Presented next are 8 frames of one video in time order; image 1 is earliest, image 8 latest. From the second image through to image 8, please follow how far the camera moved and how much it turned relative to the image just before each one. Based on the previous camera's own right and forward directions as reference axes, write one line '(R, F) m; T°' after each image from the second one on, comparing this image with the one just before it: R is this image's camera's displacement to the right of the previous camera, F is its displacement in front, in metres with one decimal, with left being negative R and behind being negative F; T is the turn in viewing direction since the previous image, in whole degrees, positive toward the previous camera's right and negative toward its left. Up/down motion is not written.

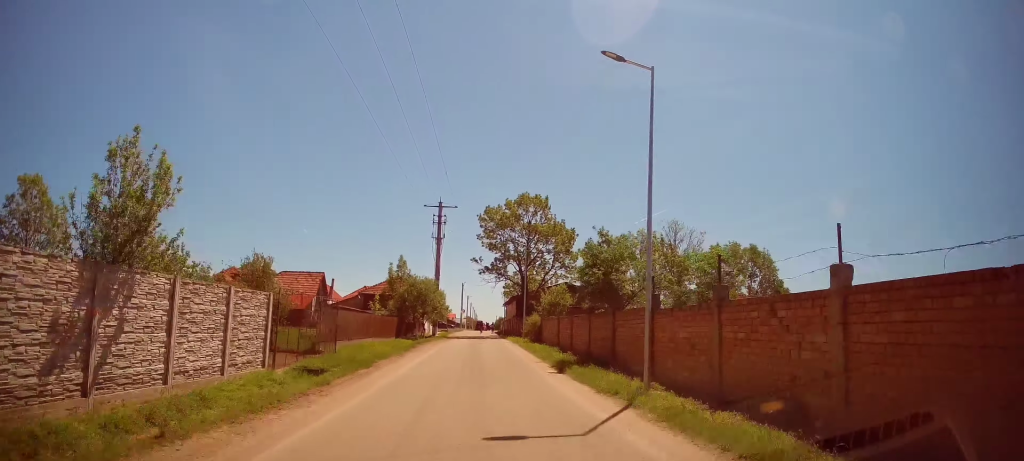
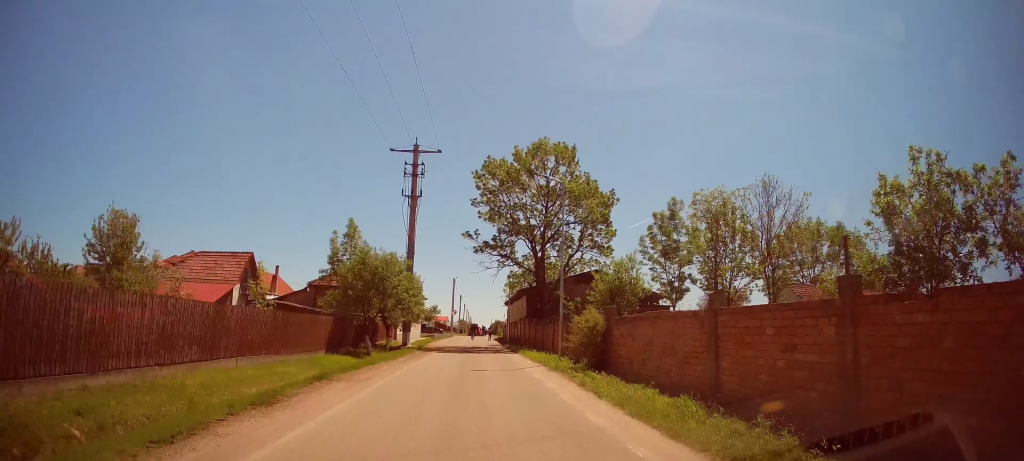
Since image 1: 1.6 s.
(-0.2, +17.2) m; -2°
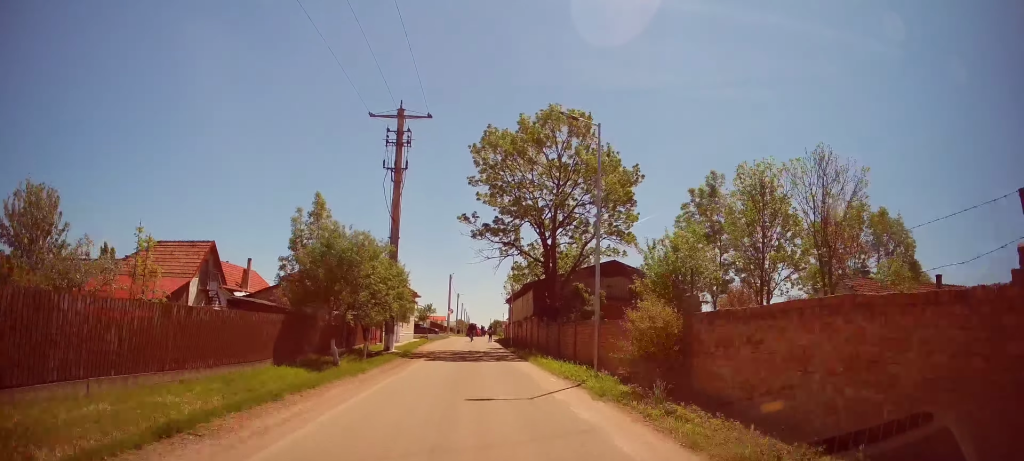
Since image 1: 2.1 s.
(-0.1, +5.9) m; 0°
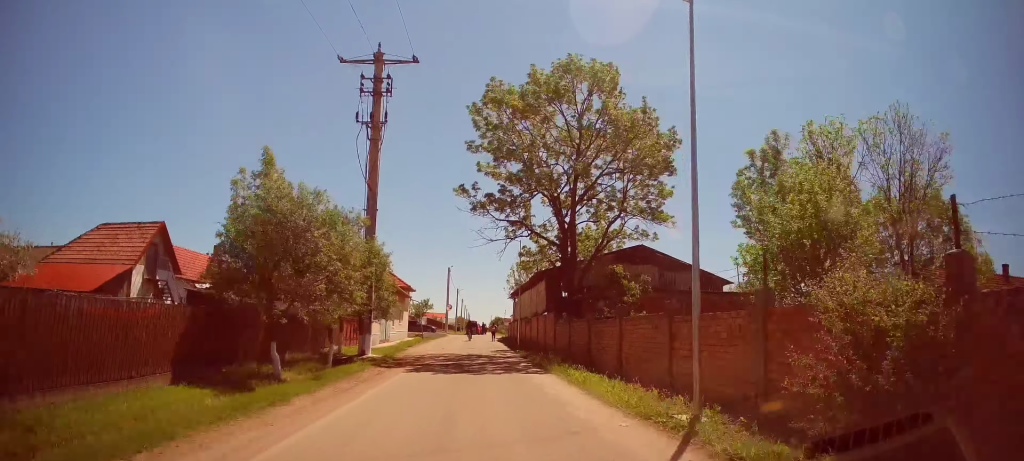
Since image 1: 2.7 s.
(-0.1, +6.2) m; 0°
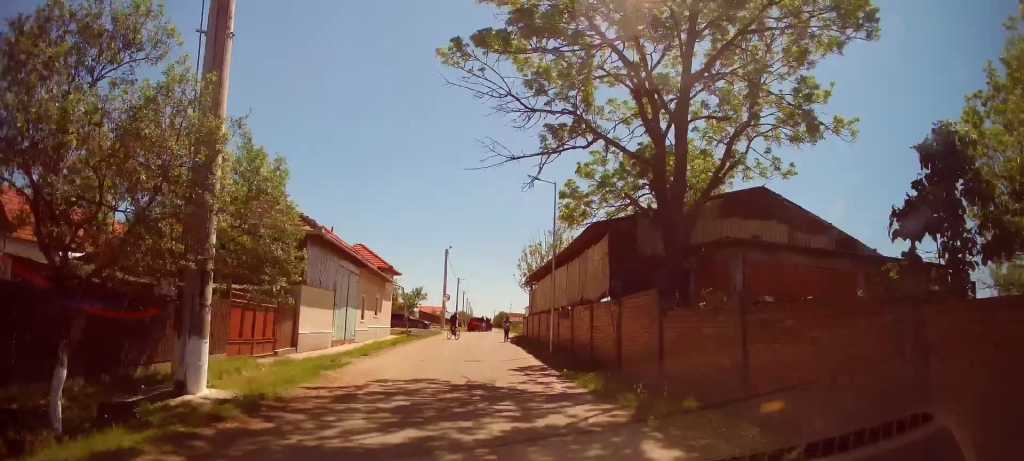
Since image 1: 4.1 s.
(+0.2, +13.5) m; 0°
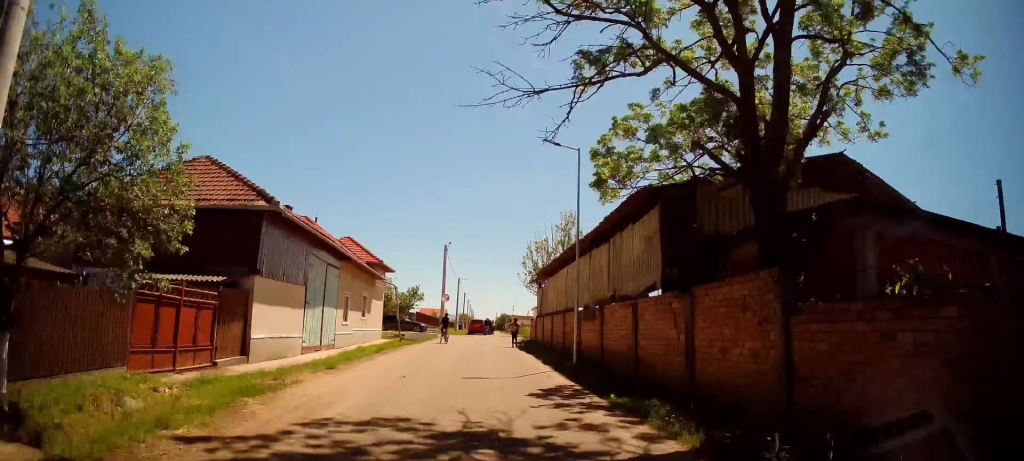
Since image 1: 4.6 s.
(0.0, +4.6) m; -1°
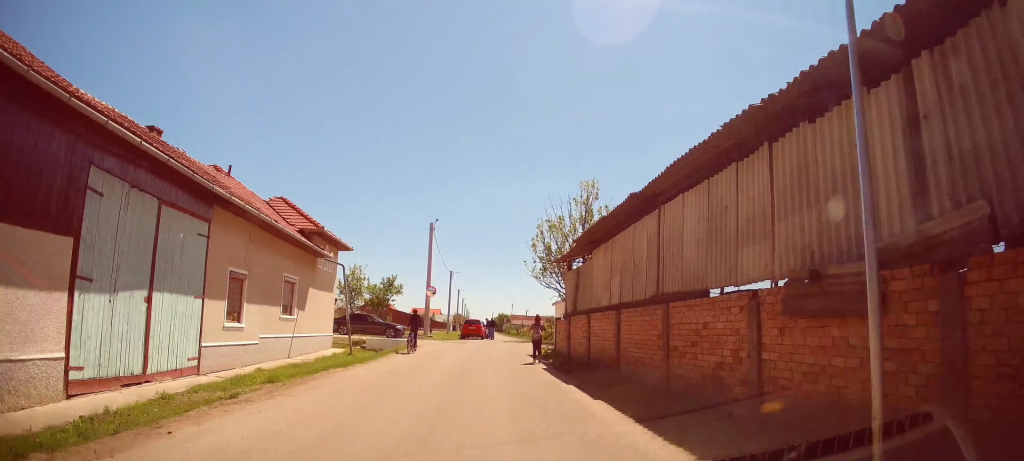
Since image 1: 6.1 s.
(-0.1, +12.5) m; +1°
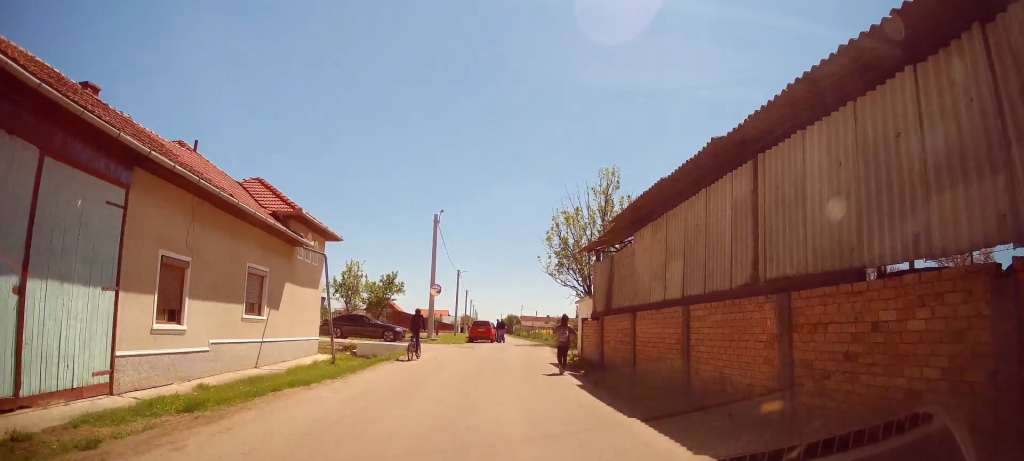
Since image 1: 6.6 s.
(0.0, +3.9) m; +1°
